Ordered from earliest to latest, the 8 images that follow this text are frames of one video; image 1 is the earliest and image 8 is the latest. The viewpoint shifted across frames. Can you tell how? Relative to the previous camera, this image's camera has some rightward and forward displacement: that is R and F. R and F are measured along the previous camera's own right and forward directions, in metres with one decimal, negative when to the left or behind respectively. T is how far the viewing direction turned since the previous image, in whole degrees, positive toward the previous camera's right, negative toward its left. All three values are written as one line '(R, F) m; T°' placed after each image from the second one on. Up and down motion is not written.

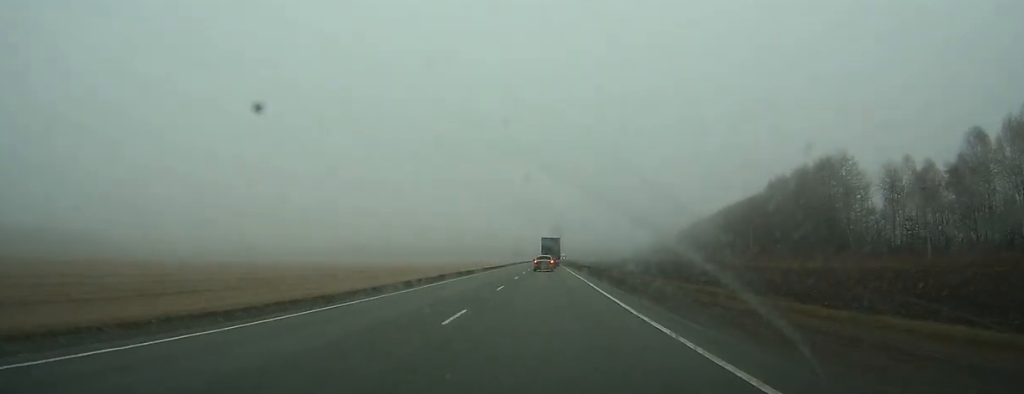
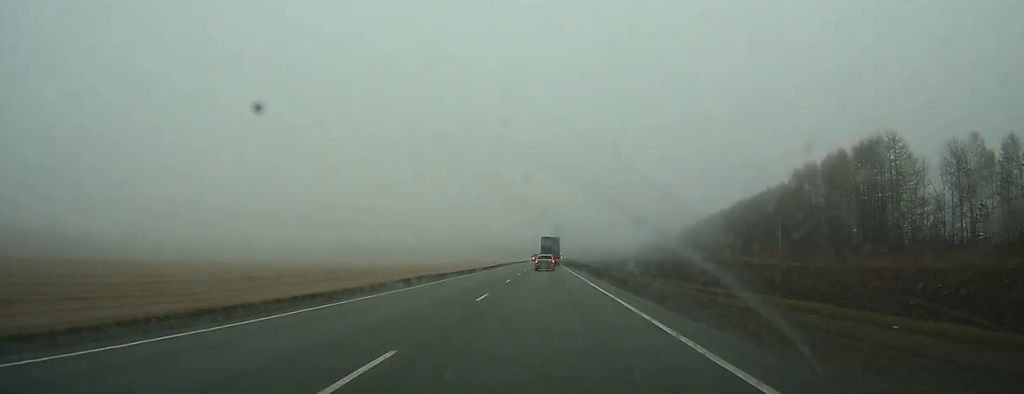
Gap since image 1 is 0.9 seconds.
(+0.1, +17.3) m; 0°
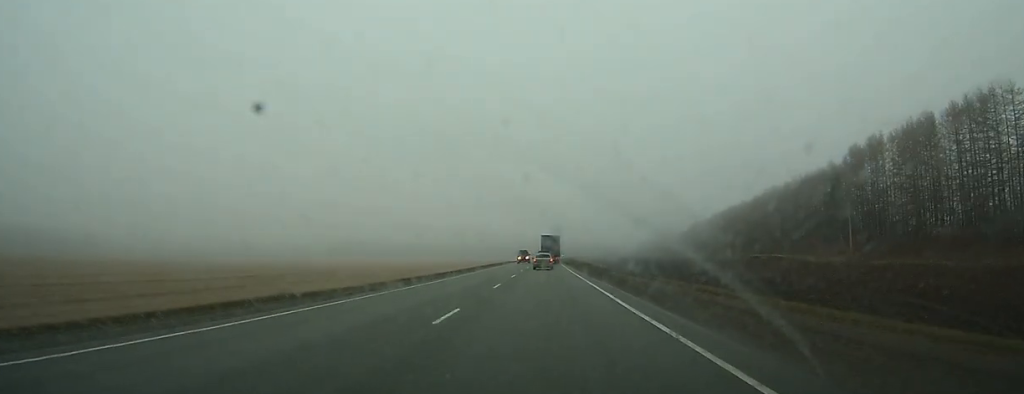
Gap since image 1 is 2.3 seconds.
(0.0, +30.5) m; 0°
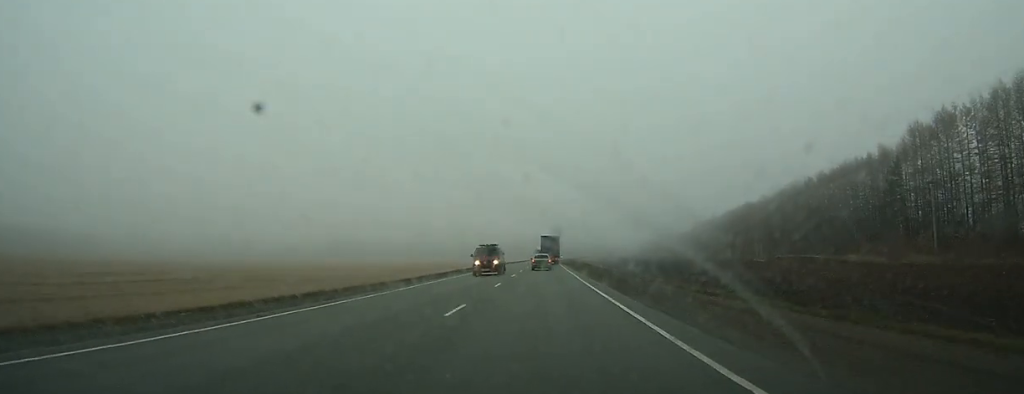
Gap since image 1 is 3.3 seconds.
(0.0, +23.4) m; 0°
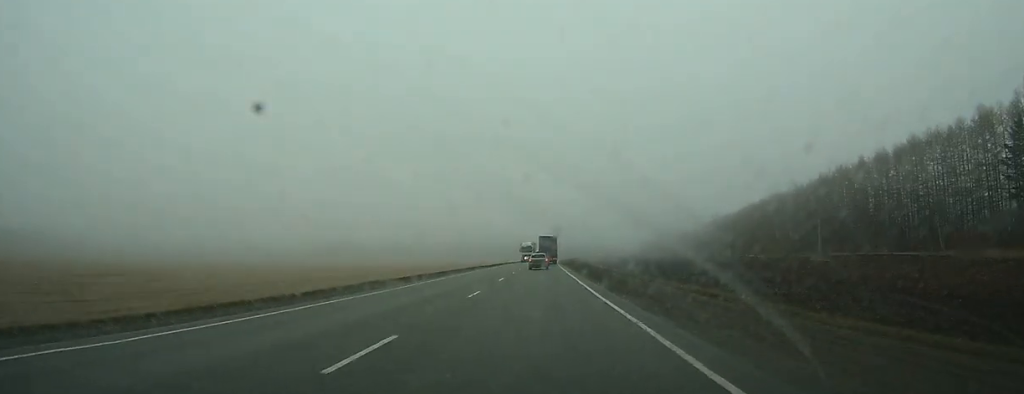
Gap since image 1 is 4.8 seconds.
(0.0, +32.0) m; 0°
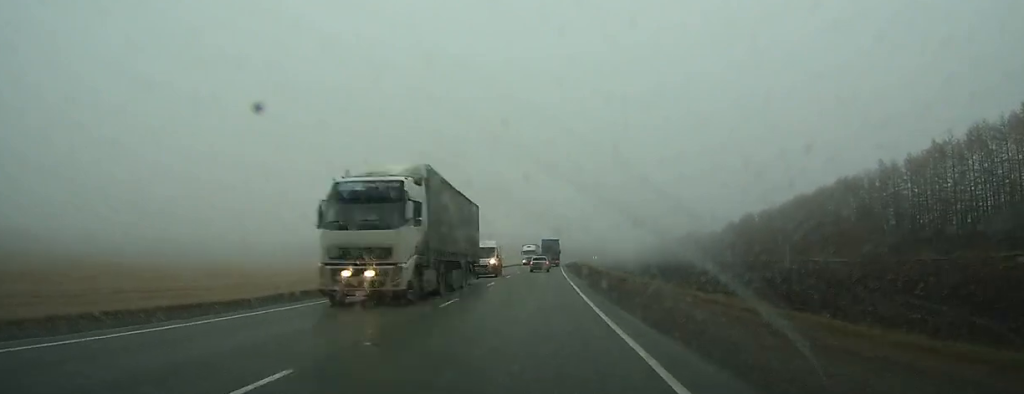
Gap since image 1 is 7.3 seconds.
(+0.2, +51.5) m; 0°
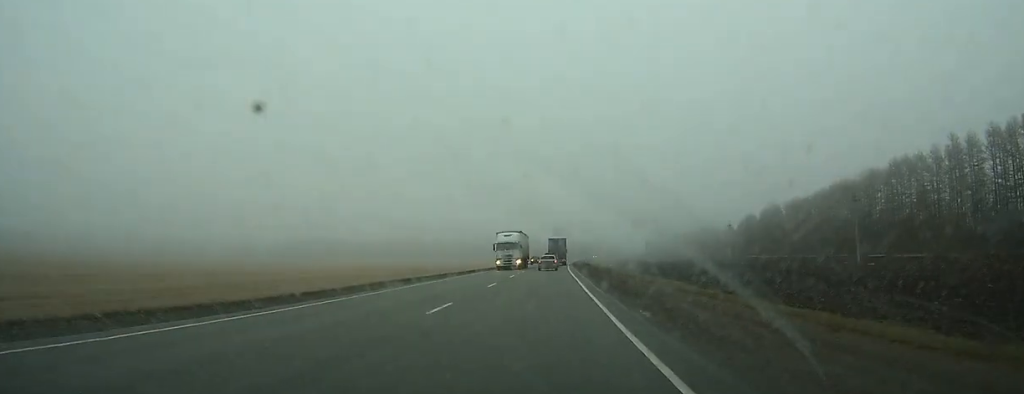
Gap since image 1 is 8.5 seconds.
(-0.1, +25.4) m; 0°
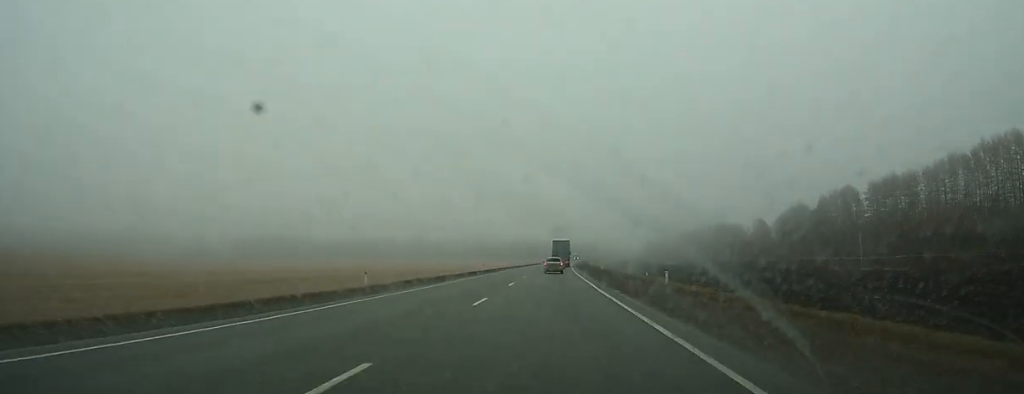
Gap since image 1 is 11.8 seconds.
(+0.3, +67.0) m; +1°
